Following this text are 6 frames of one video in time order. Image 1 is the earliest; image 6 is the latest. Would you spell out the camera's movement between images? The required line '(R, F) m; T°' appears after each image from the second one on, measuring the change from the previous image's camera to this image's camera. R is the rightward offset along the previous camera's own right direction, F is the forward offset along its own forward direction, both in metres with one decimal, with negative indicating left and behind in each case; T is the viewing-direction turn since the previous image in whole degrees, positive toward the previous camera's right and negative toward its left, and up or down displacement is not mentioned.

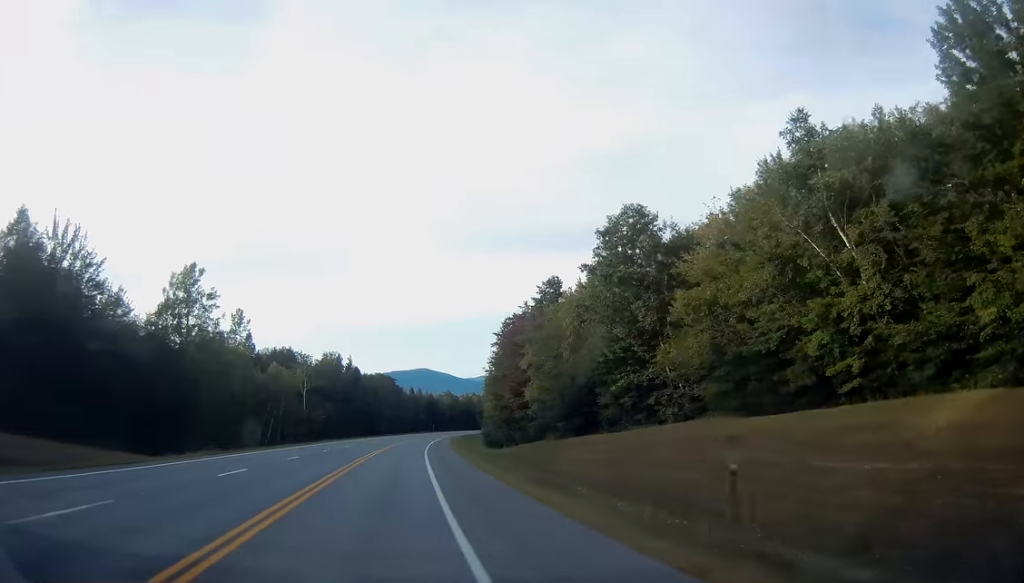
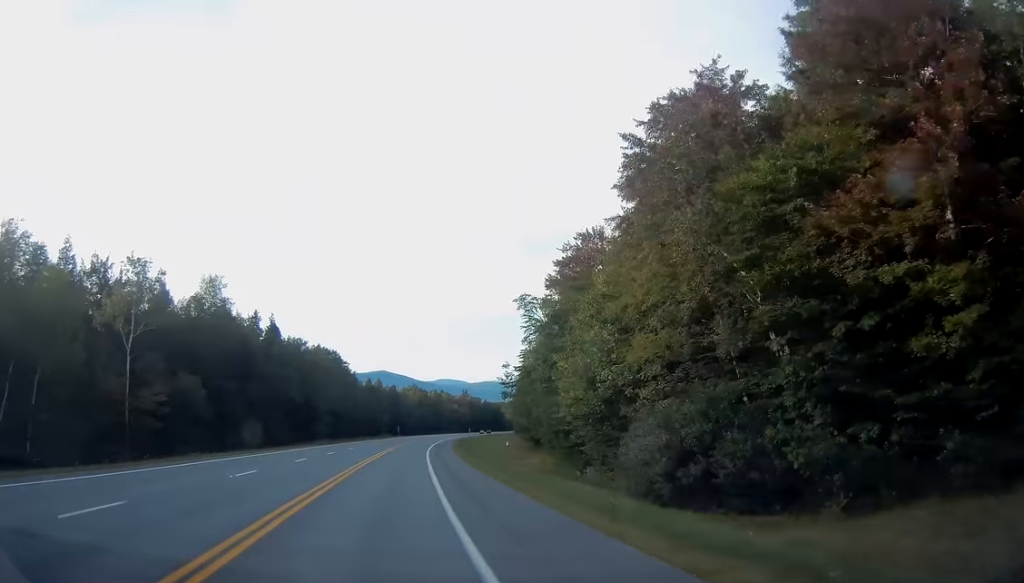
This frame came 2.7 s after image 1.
(+2.0, +72.5) m; +3°
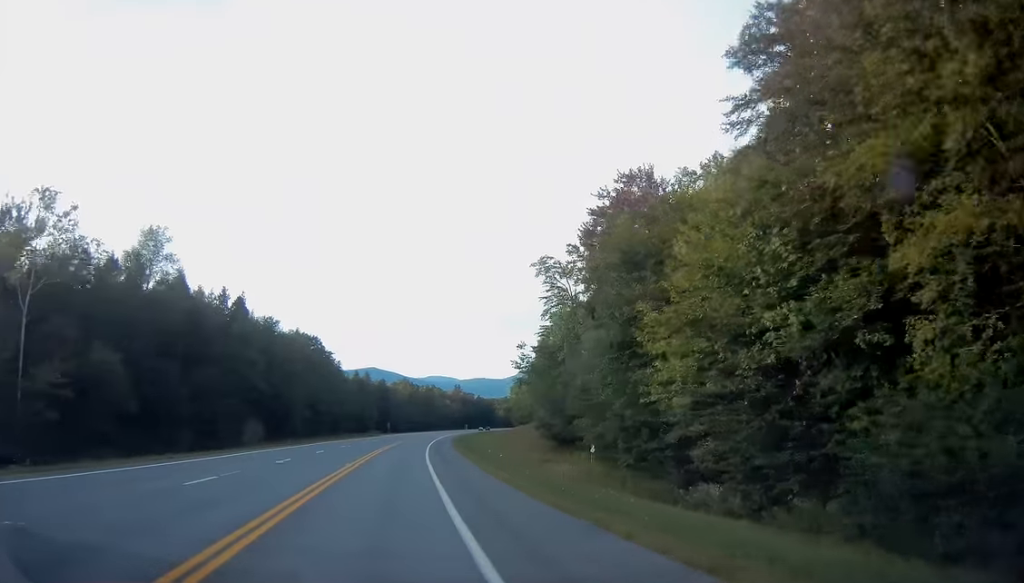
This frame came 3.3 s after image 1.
(+0.1, +17.2) m; +1°
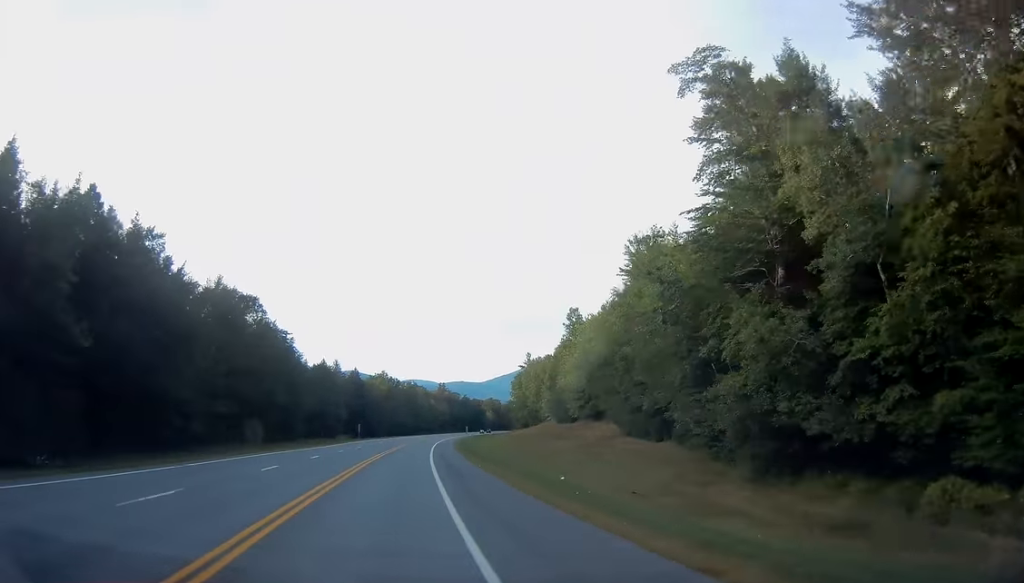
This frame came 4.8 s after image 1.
(+0.9, +40.9) m; +2°
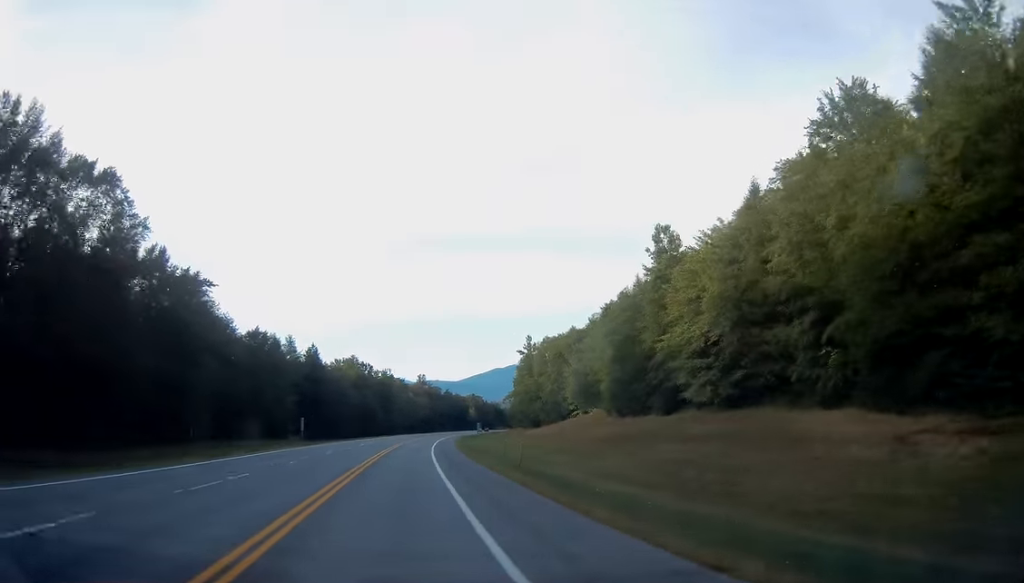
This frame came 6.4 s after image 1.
(+0.7, +42.6) m; +2°
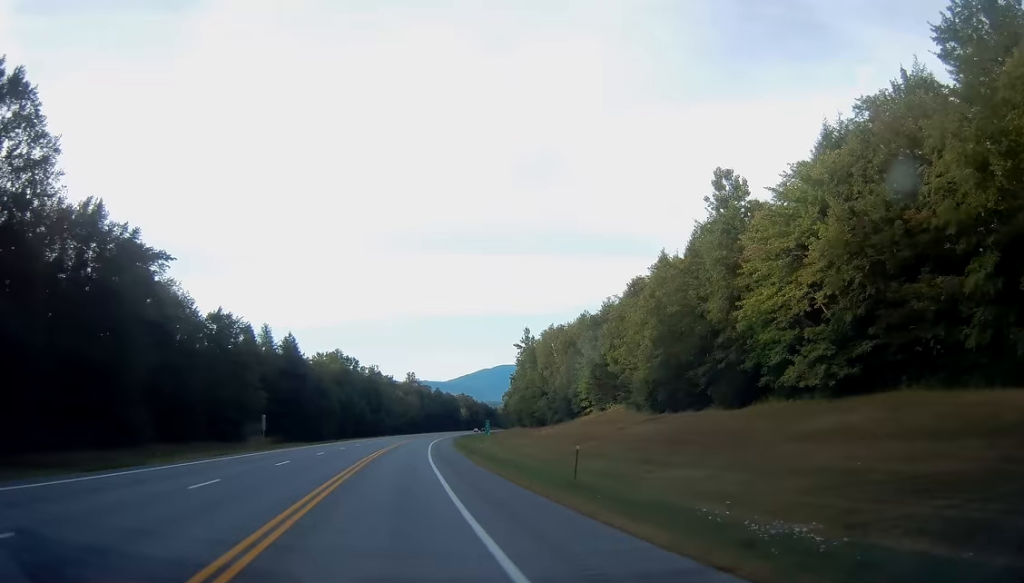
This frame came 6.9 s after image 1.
(+0.2, +14.5) m; +1°
